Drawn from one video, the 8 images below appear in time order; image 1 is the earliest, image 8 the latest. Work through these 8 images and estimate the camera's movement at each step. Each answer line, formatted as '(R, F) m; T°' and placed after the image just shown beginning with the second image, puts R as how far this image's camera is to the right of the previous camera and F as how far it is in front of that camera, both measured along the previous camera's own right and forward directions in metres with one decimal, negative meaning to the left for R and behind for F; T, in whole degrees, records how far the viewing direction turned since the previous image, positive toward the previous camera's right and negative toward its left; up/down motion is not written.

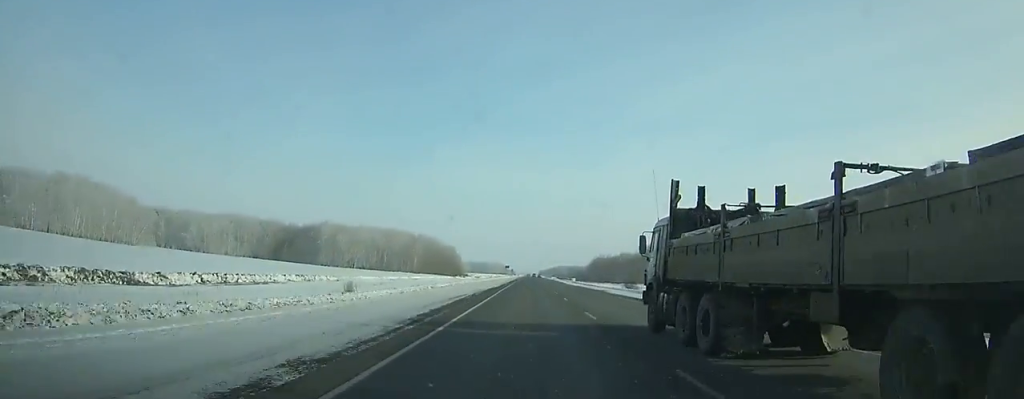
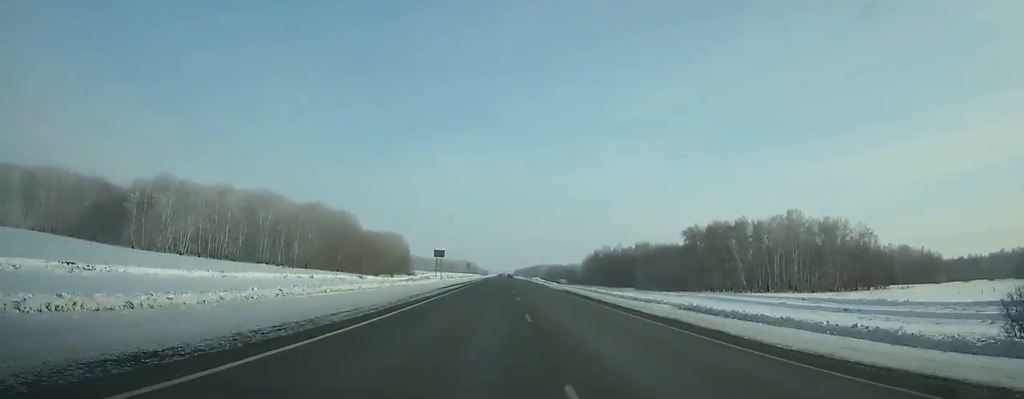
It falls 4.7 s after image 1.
(+1.7, +111.0) m; +1°
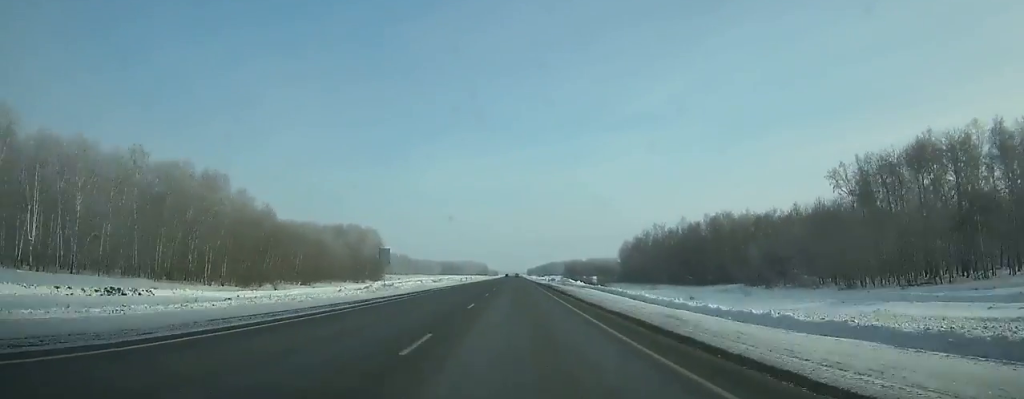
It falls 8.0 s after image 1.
(-0.2, +85.7) m; -1°
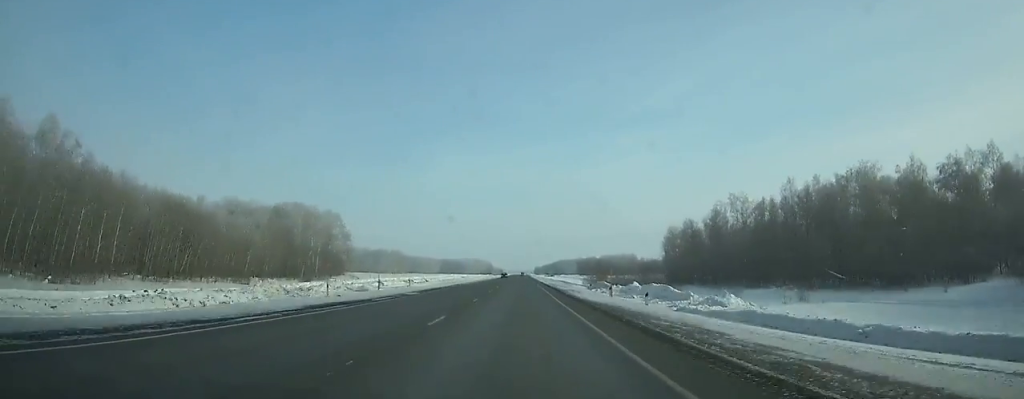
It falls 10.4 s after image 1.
(-0.6, +66.1) m; -1°
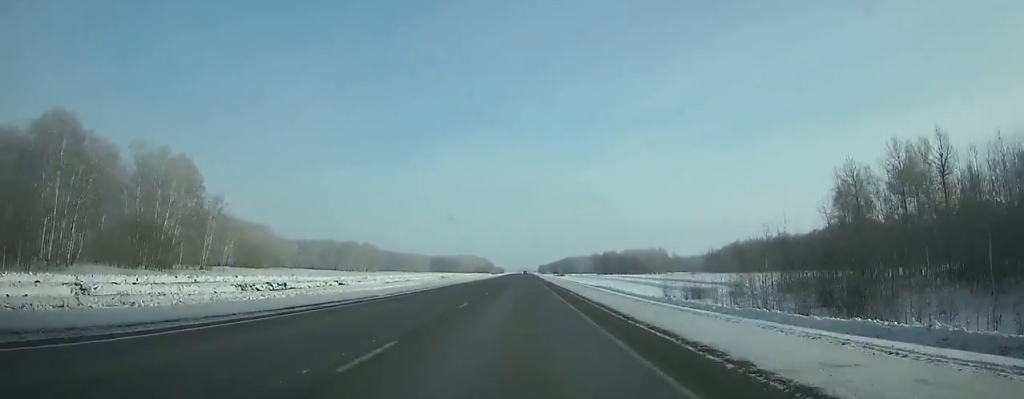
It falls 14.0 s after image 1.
(-0.1, +105.4) m; 0°
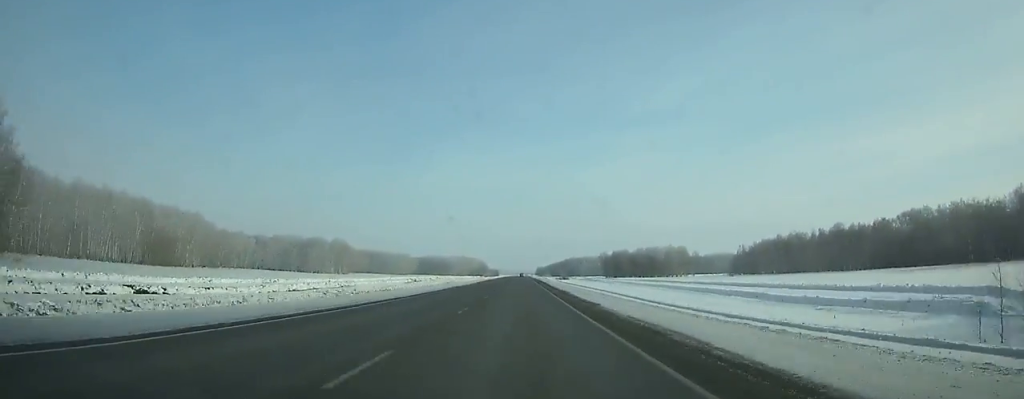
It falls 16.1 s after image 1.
(-0.2, +64.1) m; 0°
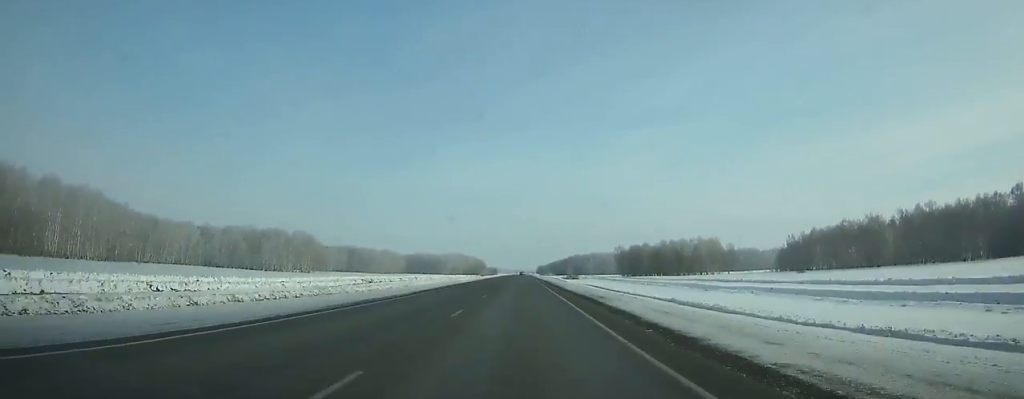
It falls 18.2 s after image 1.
(+0.1, +67.5) m; 0°
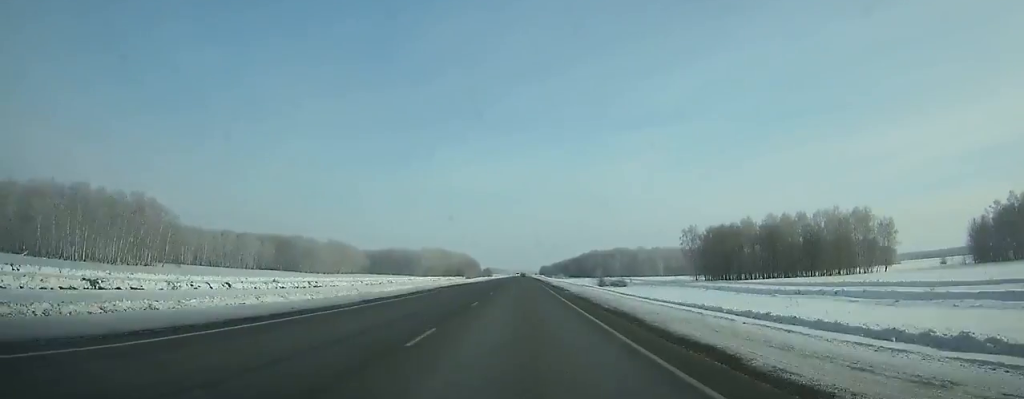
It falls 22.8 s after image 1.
(+0.1, +153.2) m; 0°
